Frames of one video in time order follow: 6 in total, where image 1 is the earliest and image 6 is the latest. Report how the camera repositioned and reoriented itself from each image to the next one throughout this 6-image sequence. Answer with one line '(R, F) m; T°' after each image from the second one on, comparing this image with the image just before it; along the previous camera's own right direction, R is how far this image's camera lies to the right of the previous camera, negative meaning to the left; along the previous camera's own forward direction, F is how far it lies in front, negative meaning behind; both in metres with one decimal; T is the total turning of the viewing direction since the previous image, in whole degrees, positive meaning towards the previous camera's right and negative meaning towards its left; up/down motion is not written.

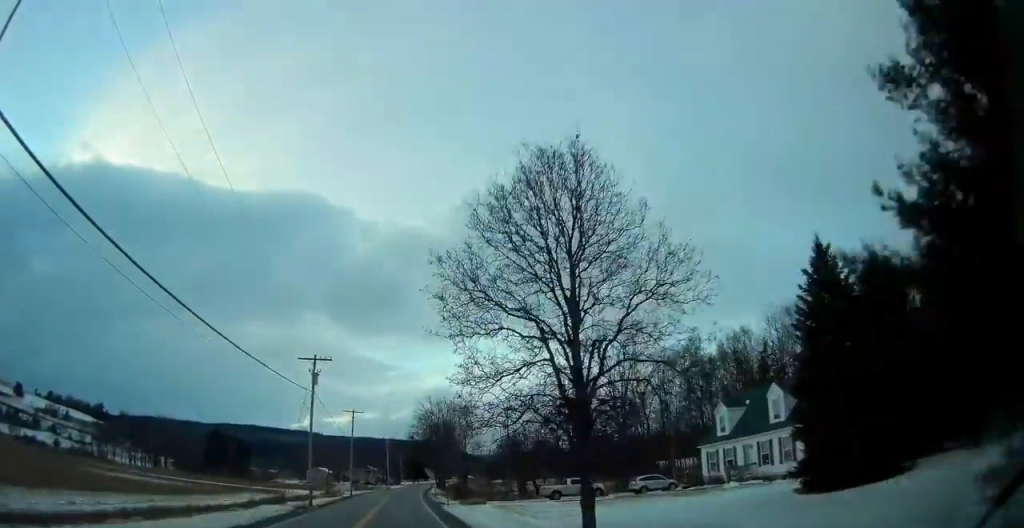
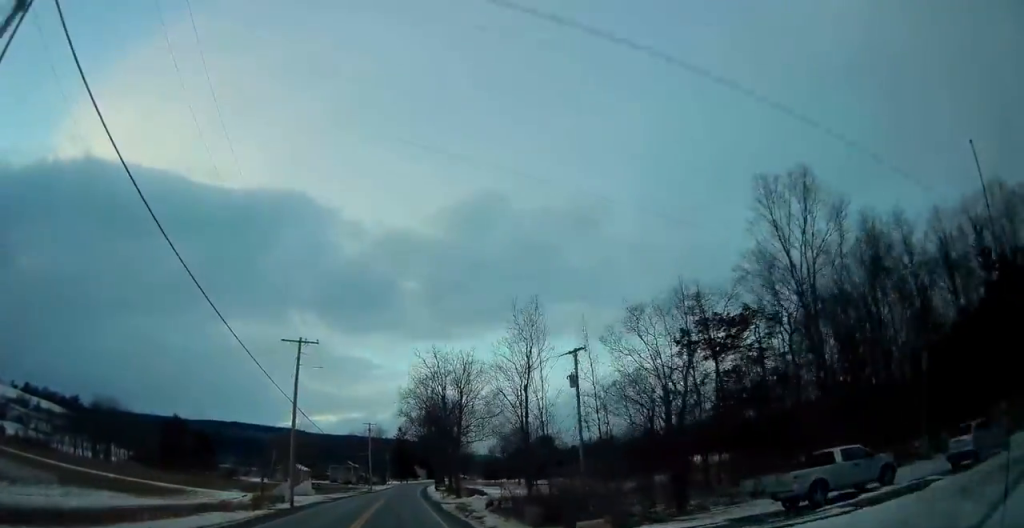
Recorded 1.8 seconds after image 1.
(+1.0, +34.3) m; +2°
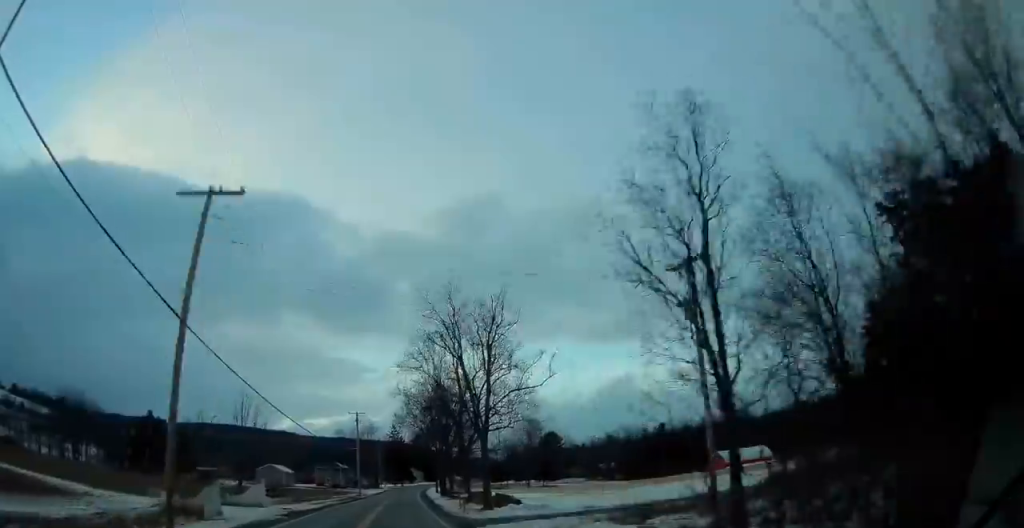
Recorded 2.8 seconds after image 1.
(-0.1, +19.2) m; 0°
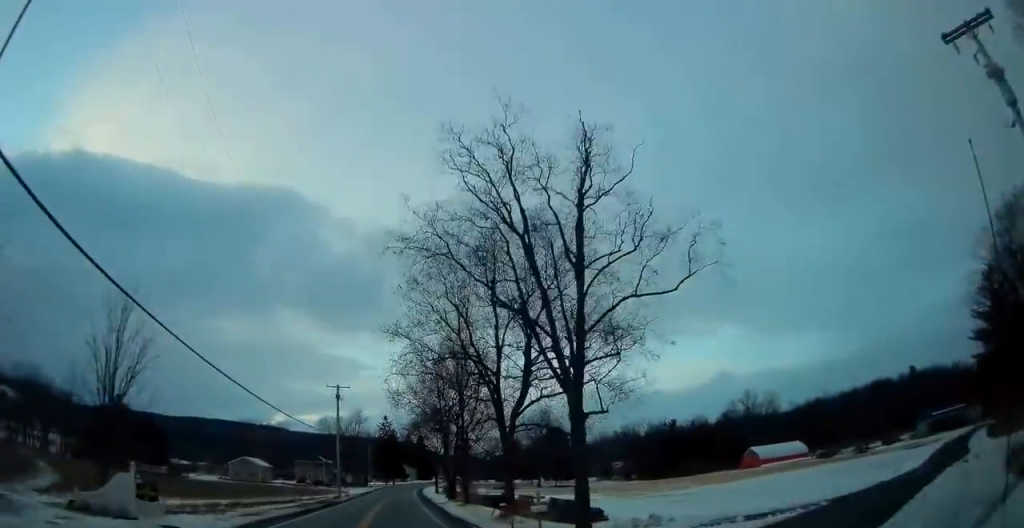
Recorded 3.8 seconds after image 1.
(+0.1, +19.7) m; +1°
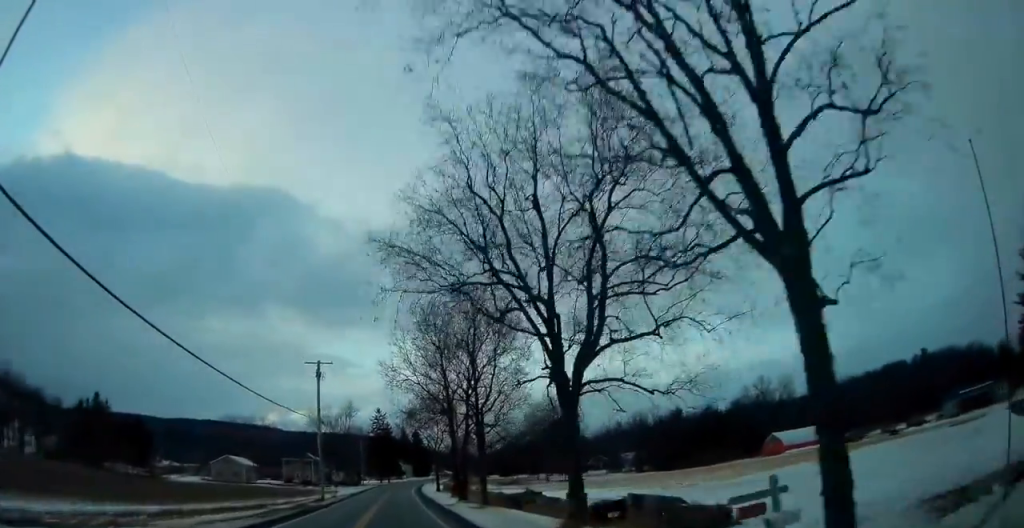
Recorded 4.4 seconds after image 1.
(0.0, +11.4) m; 0°
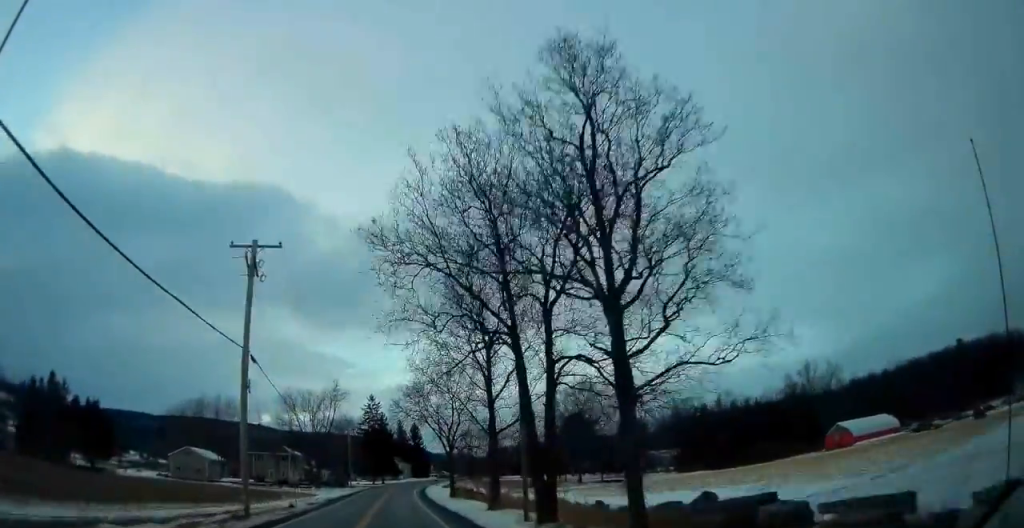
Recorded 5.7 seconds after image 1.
(+0.3, +24.1) m; +1°
